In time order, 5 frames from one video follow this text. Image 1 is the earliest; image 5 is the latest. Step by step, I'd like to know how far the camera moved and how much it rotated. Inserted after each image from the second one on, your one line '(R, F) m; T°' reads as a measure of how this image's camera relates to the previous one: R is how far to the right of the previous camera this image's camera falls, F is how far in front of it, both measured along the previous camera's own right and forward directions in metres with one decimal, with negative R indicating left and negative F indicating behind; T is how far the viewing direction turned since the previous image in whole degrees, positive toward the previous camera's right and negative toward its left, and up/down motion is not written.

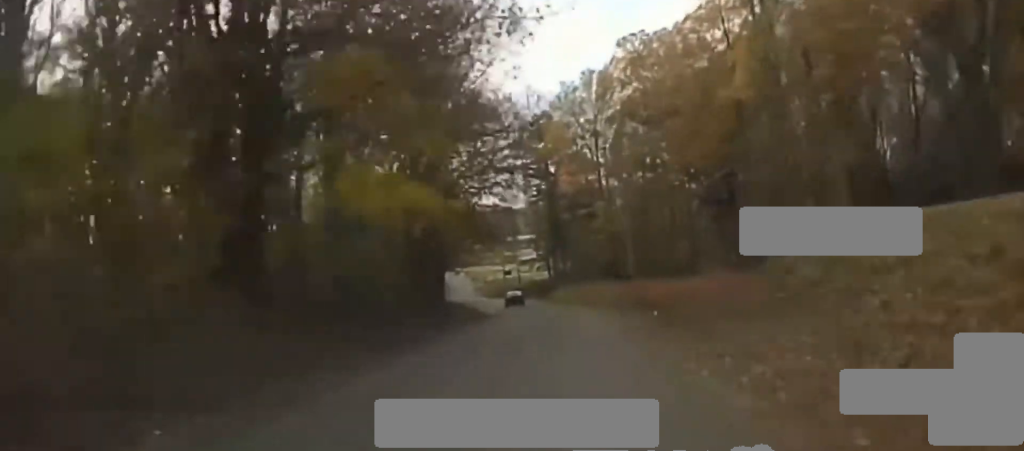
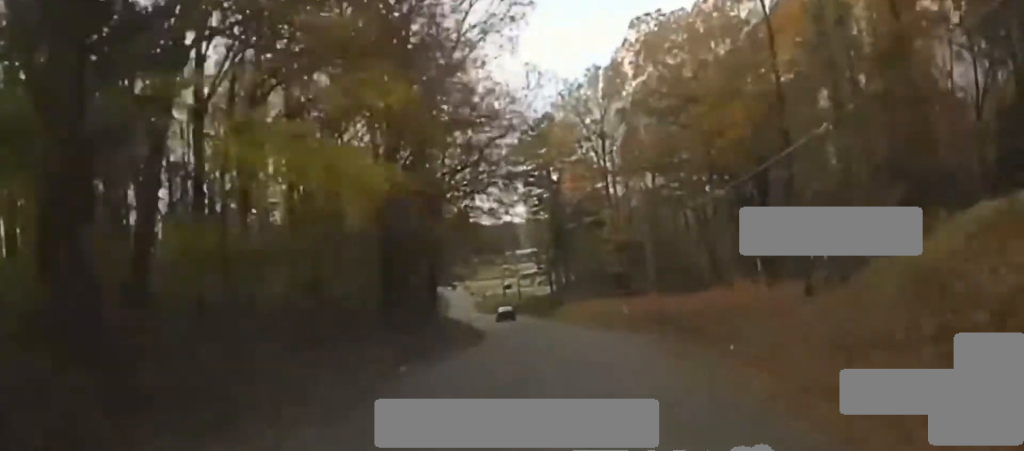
(0.0, +9.1) m; 0°
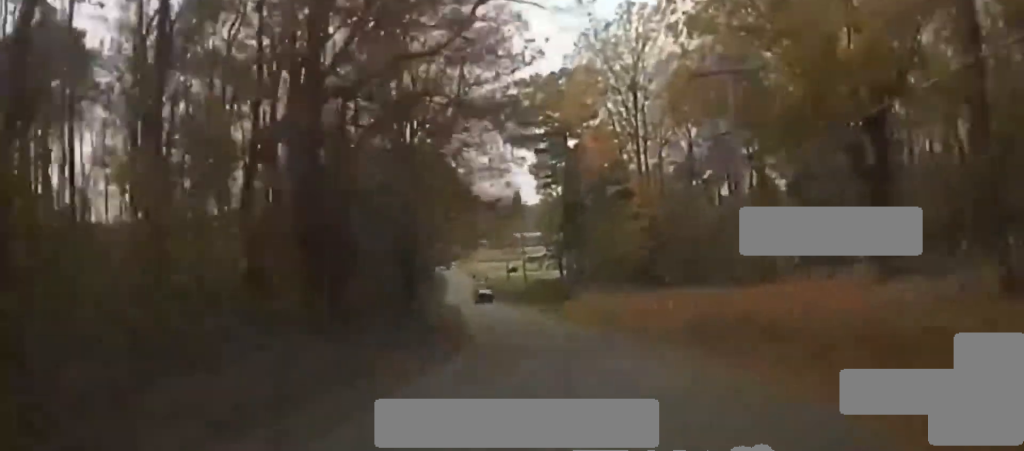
(0.0, +18.3) m; 0°
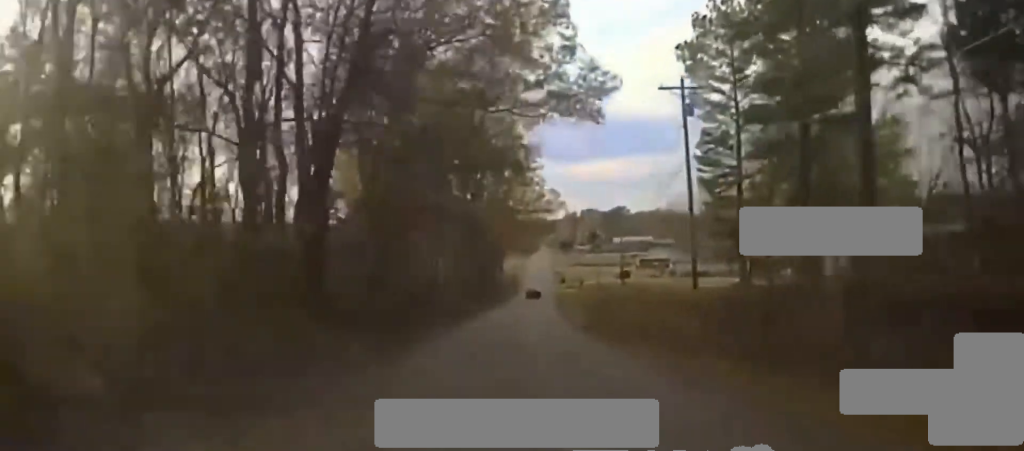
(+0.1, +79.7) m; 0°
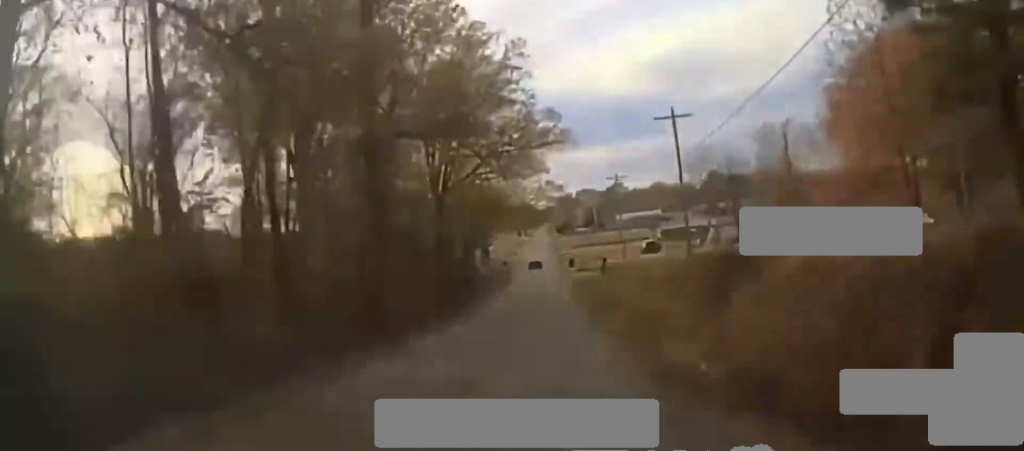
(0.0, +41.2) m; 0°
